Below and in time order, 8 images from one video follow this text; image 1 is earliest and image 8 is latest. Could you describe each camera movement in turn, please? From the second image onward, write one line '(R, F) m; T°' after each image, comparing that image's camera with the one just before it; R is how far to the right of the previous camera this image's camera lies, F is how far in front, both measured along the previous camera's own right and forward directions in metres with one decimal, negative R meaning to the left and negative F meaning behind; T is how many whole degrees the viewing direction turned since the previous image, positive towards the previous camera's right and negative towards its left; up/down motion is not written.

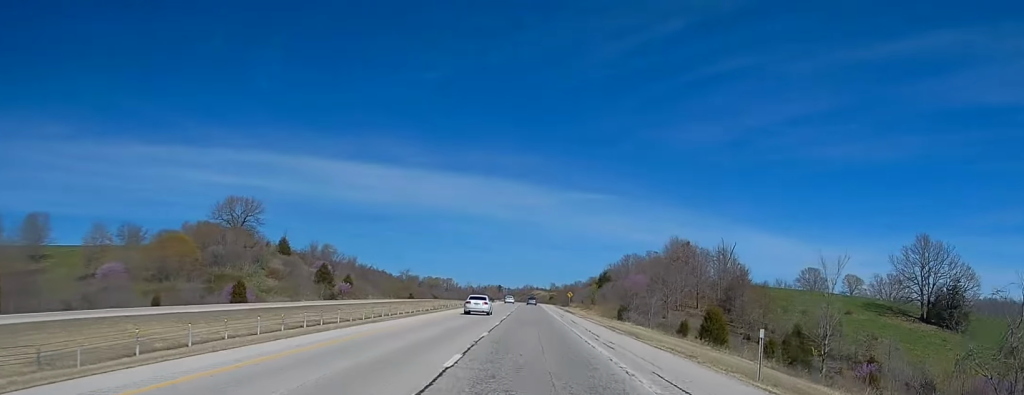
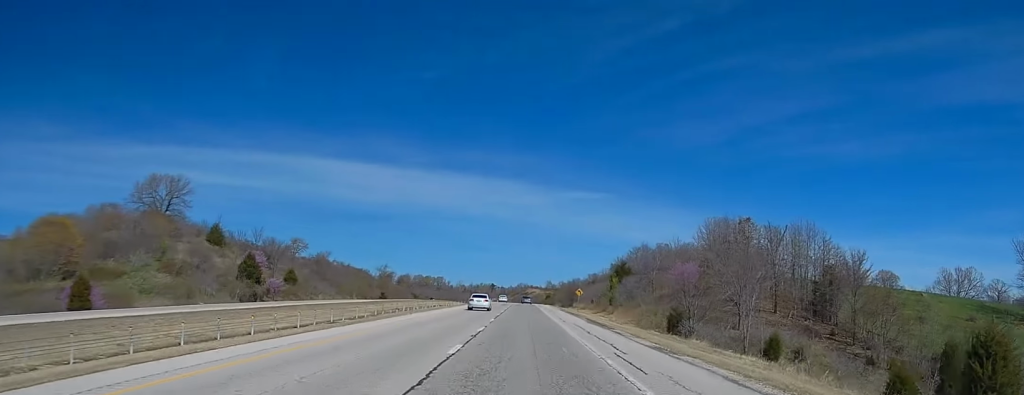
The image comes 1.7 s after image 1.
(-0.9, +45.5) m; -1°
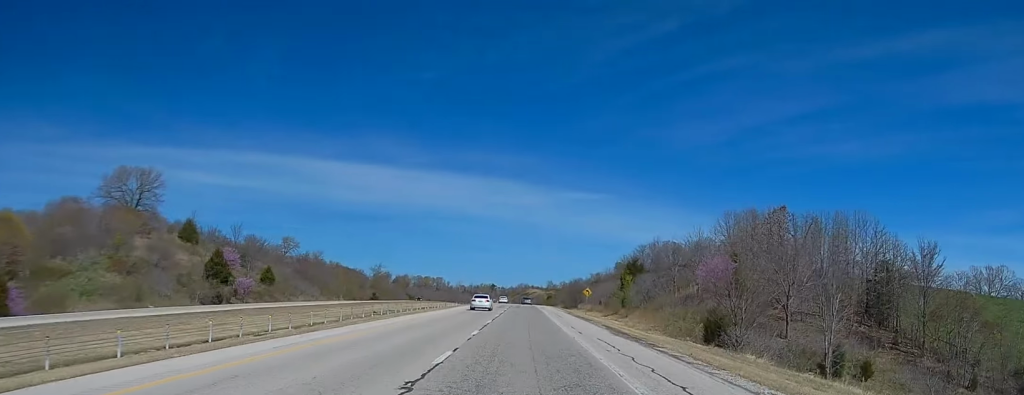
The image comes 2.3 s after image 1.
(-0.1, +14.9) m; +1°
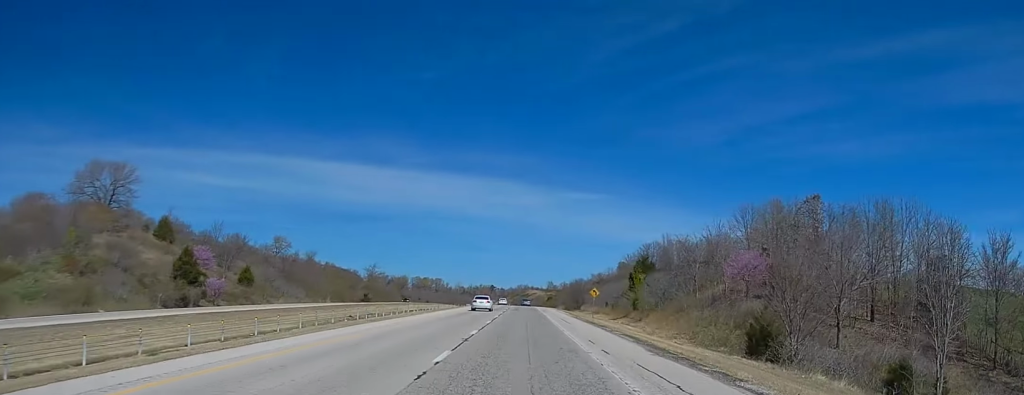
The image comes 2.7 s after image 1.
(+0.3, +11.3) m; 0°
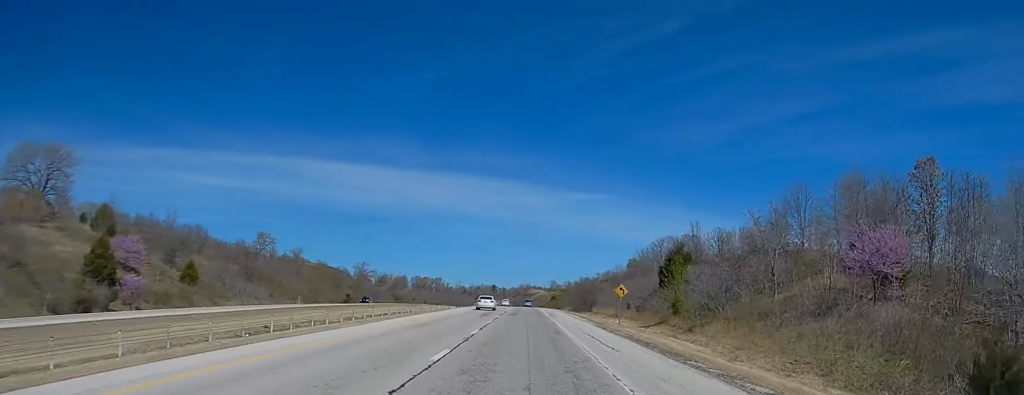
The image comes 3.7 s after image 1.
(+0.1, +24.4) m; -1°
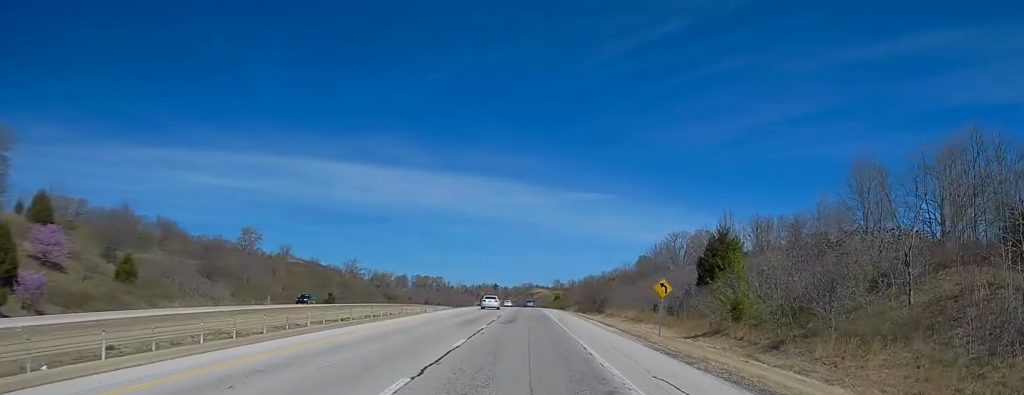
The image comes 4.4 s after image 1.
(-0.4, +19.6) m; -1°
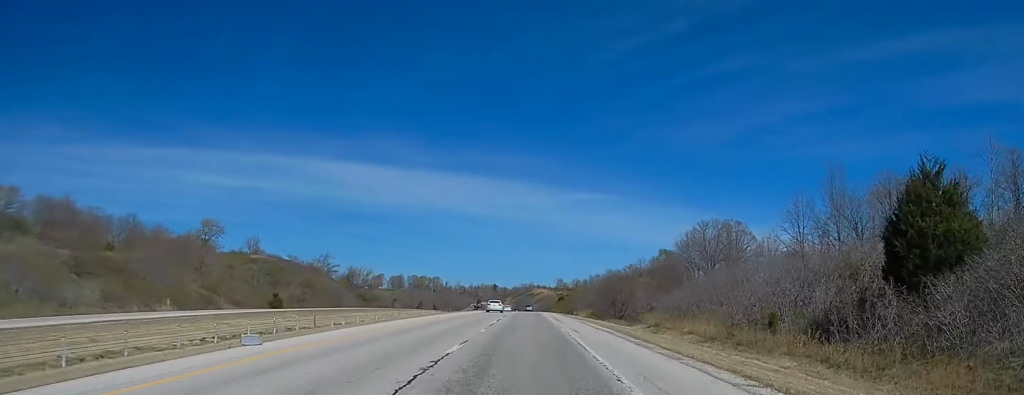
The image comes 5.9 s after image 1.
(+0.8, +38.8) m; +1°
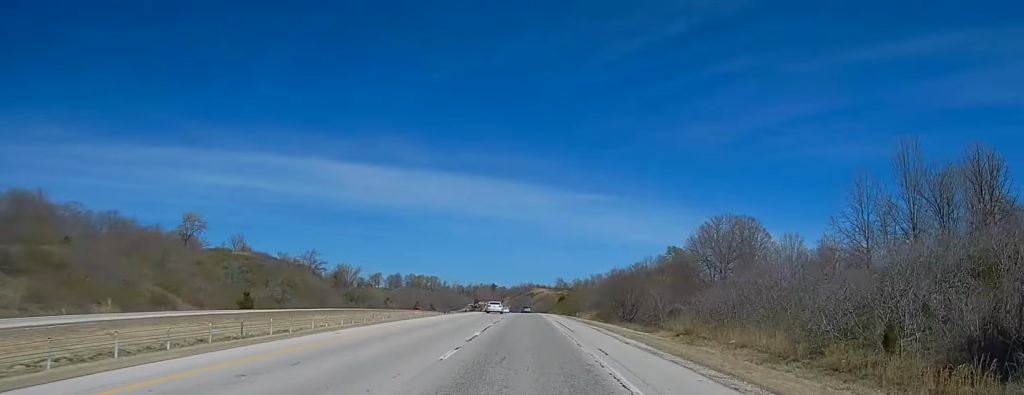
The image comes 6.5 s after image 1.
(+0.2, +14.4) m; 0°
